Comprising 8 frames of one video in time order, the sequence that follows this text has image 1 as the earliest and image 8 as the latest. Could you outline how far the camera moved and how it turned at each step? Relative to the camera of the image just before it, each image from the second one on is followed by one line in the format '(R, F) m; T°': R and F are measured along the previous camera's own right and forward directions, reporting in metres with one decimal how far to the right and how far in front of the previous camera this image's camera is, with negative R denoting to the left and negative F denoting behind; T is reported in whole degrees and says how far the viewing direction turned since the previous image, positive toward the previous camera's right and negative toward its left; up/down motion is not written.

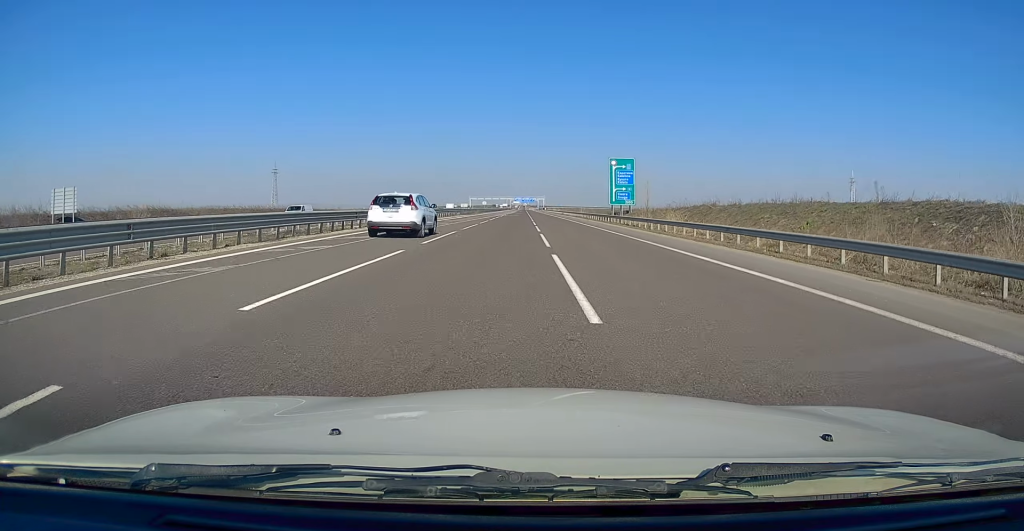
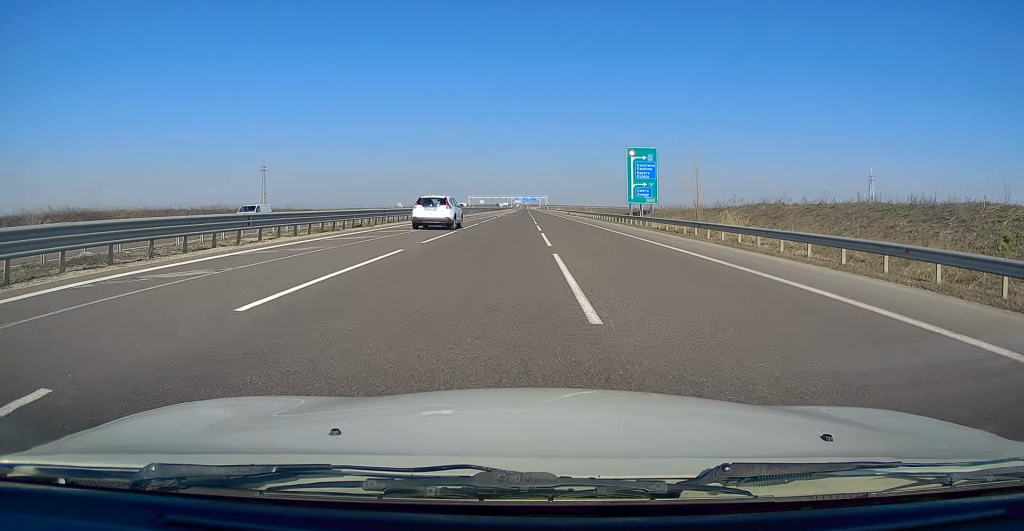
(-0.1, +12.1) m; 0°
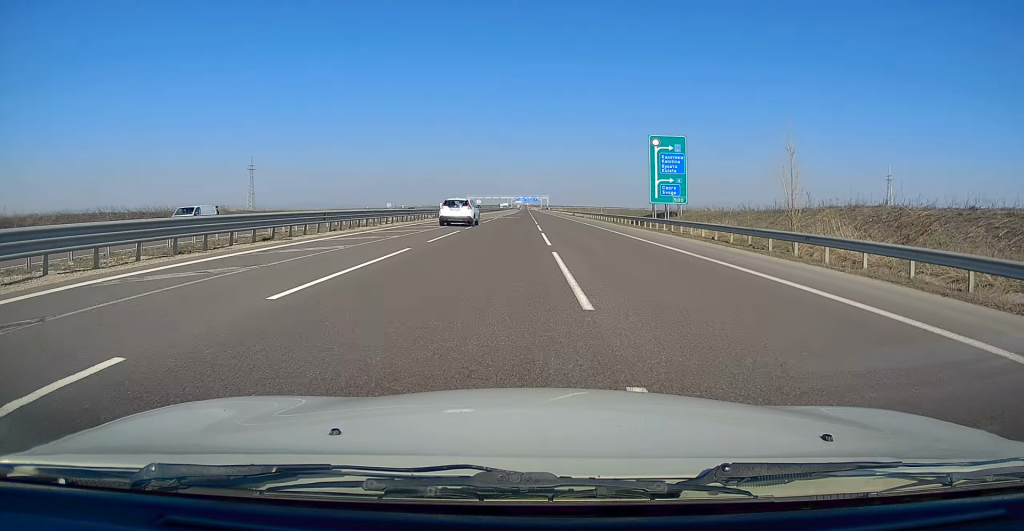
(+0.1, +11.1) m; 0°
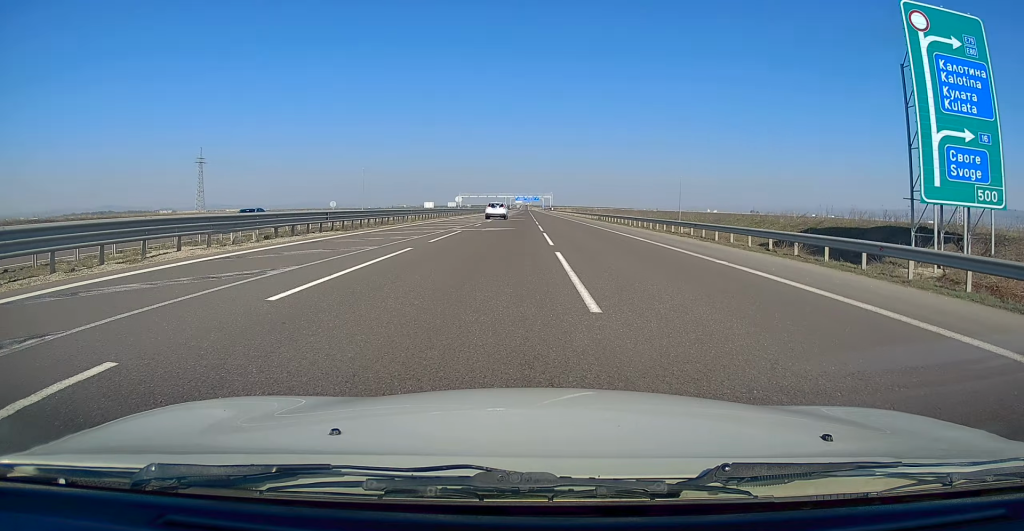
(+0.2, +36.1) m; 0°
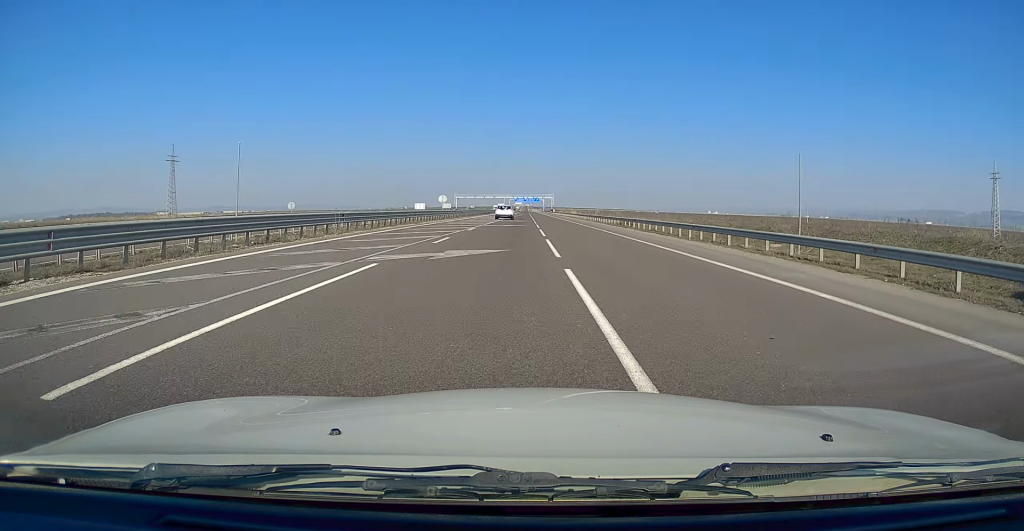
(0.0, +15.7) m; 0°
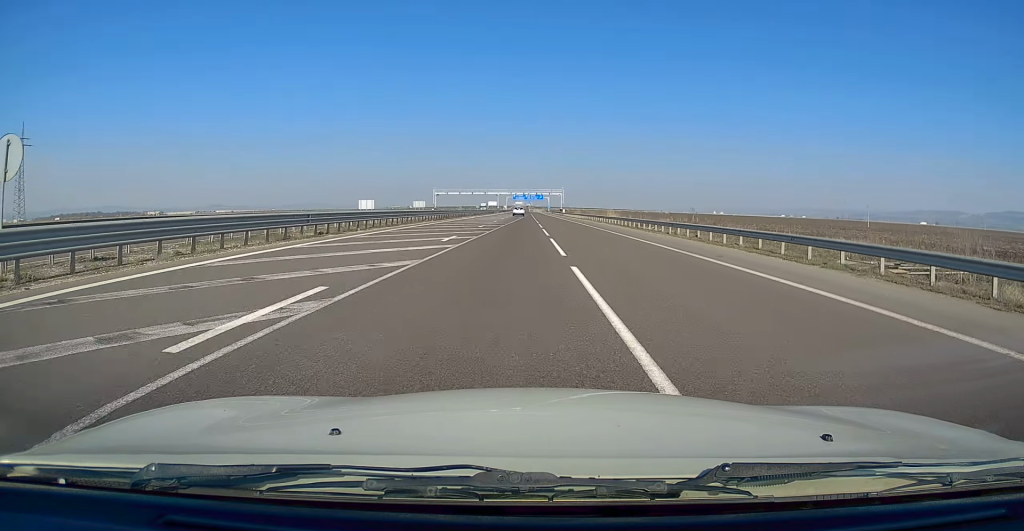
(-0.6, +58.9) m; -1°
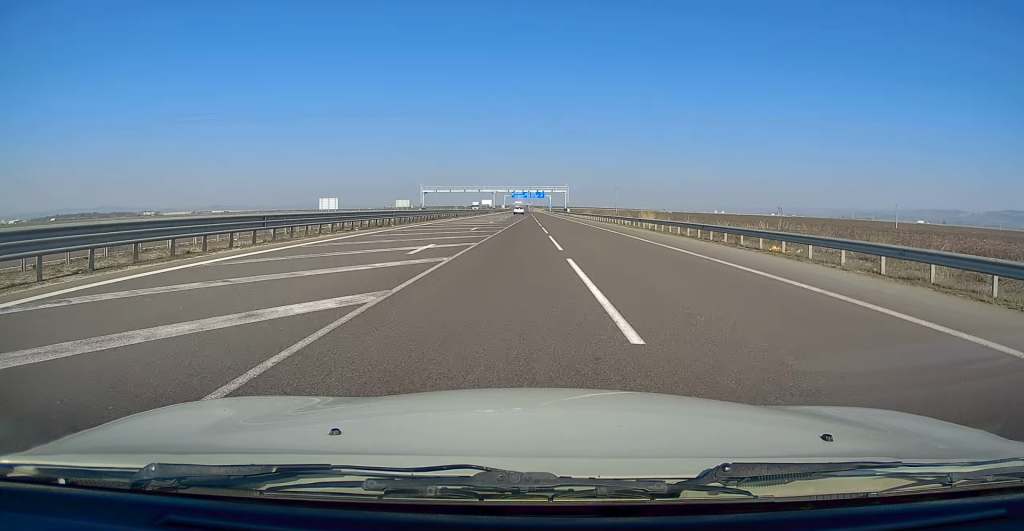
(+0.4, +21.9) m; 0°
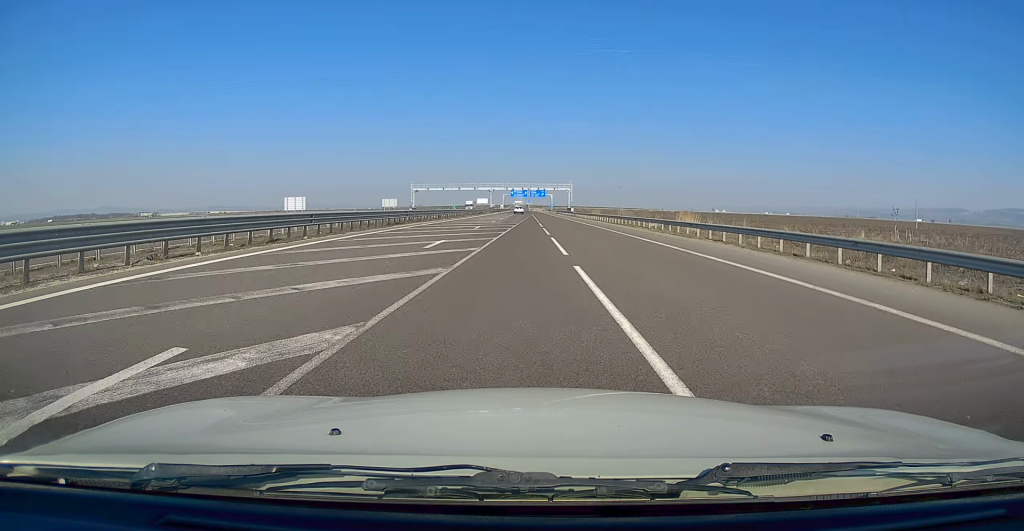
(-0.3, +13.8) m; 0°
